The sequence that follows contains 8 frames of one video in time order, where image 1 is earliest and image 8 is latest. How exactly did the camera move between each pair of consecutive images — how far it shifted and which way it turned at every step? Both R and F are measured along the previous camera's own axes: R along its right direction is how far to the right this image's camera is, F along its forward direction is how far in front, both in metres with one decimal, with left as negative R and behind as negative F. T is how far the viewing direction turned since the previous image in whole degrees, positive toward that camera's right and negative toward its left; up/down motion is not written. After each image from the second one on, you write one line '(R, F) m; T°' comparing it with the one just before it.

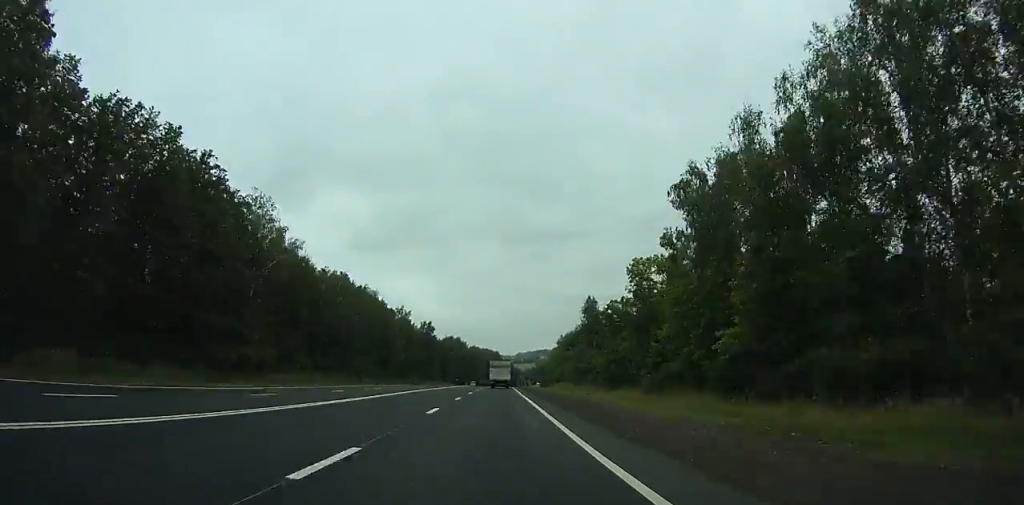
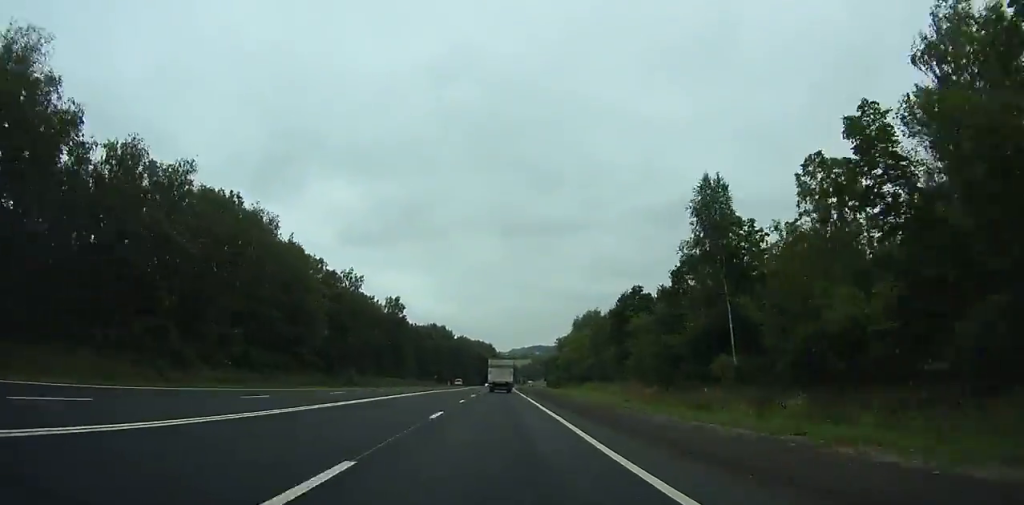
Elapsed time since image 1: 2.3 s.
(0.0, +62.4) m; +1°
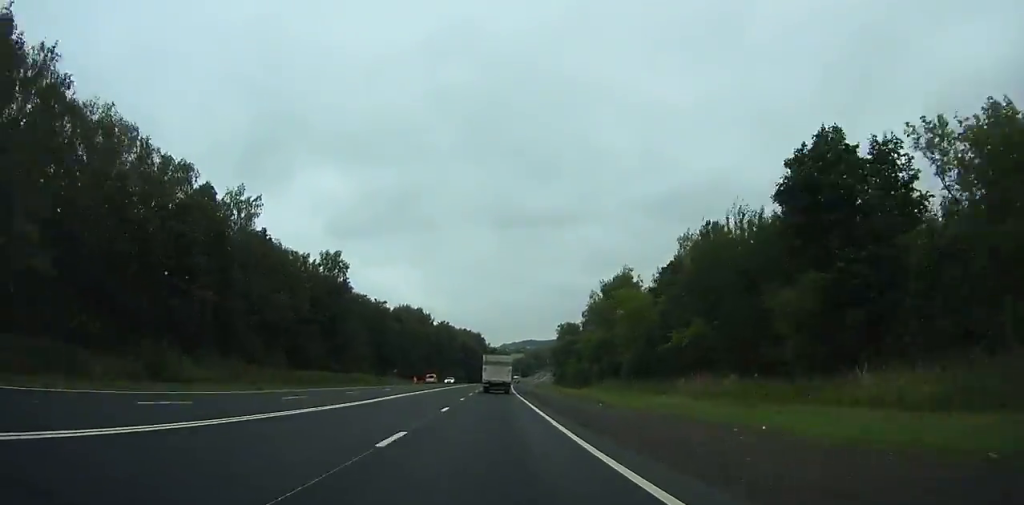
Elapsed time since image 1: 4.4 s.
(+0.5, +56.0) m; +1°
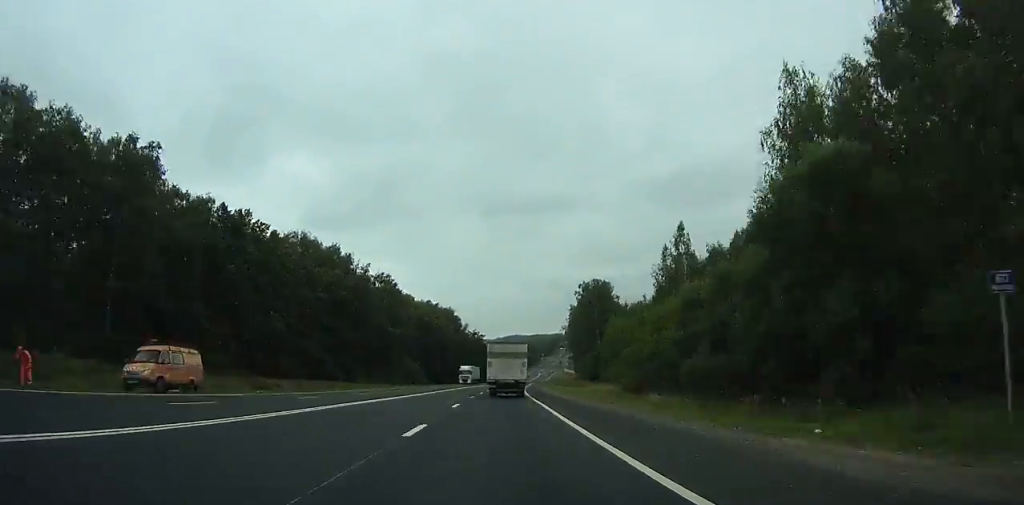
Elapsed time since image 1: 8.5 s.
(+1.2, +107.9) m; +1°
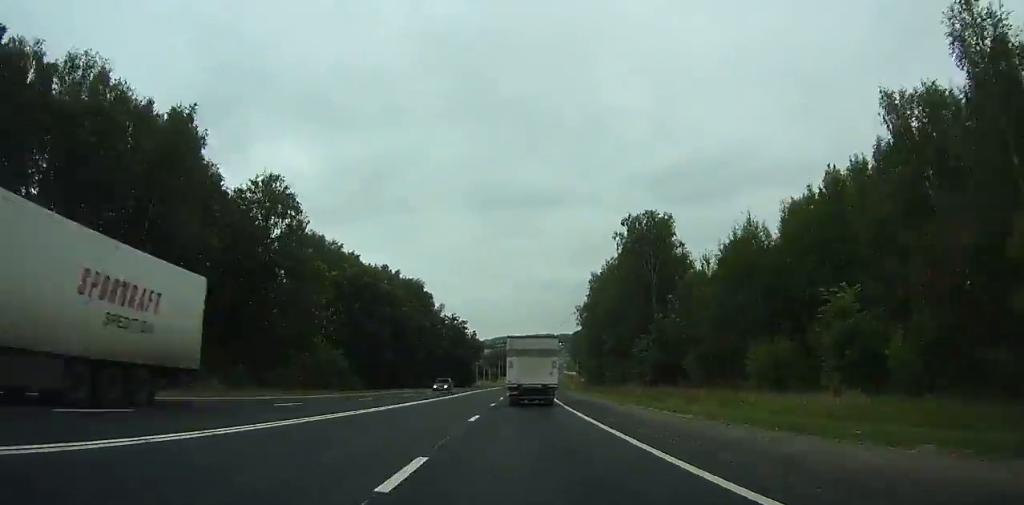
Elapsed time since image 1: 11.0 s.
(+0.1, +66.1) m; +1°
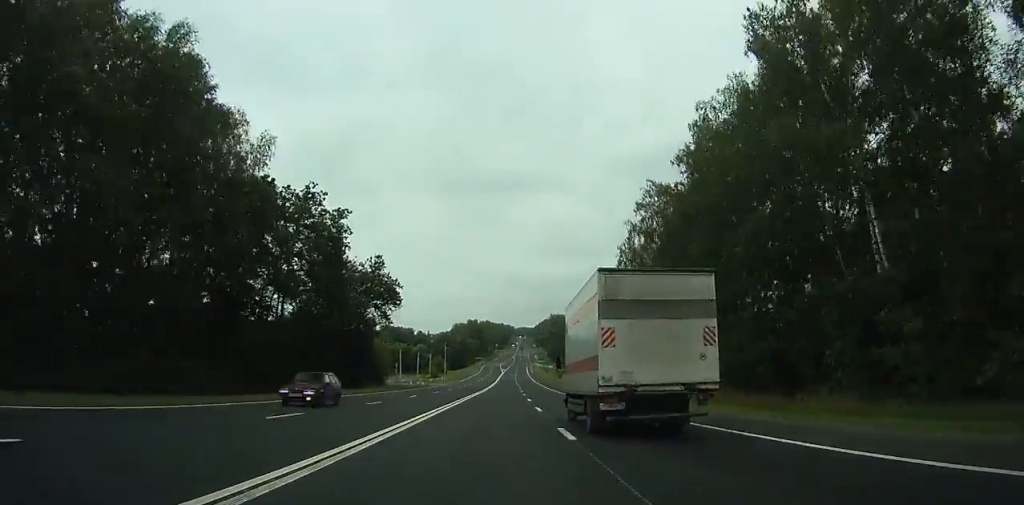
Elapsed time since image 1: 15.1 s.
(+2.5, +111.2) m; +3°
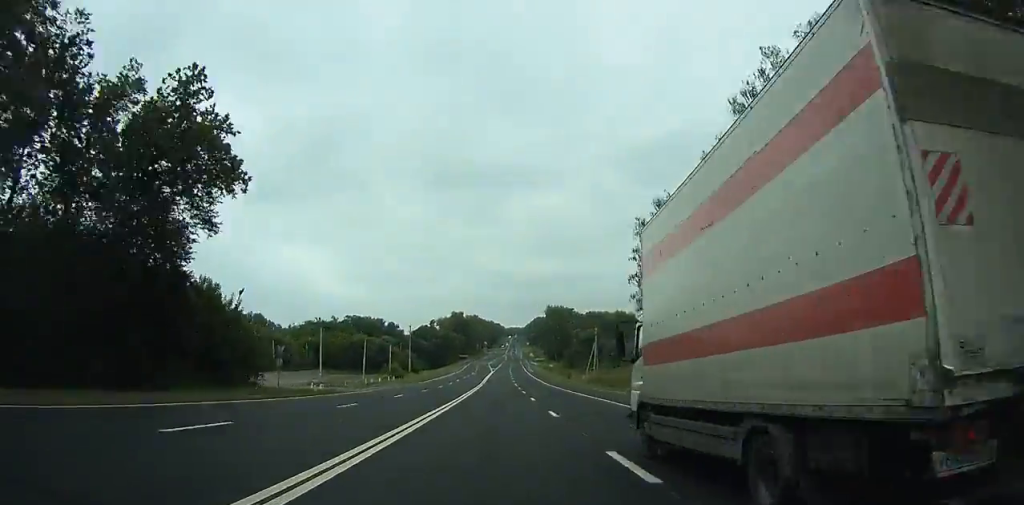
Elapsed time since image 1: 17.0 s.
(+1.3, +53.3) m; +1°
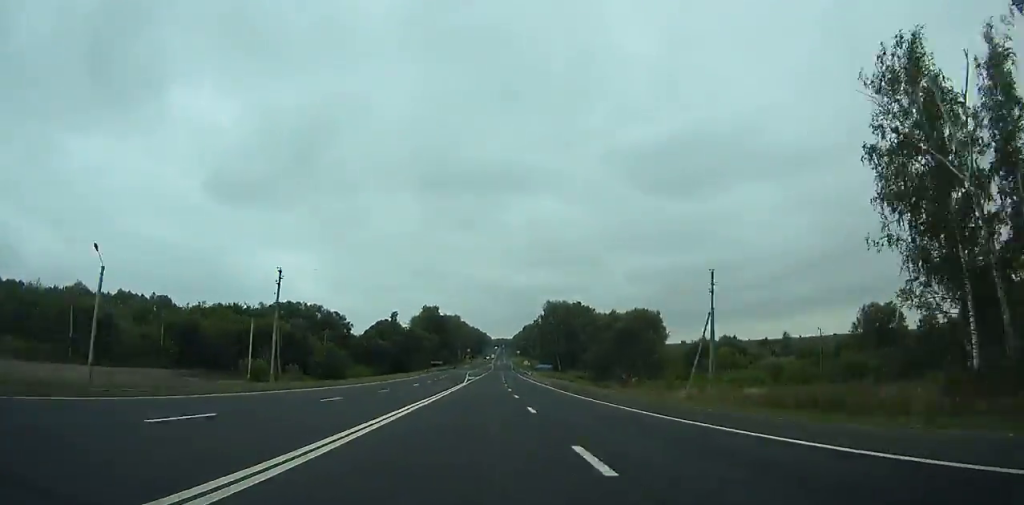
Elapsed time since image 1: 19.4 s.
(+1.1, +67.9) m; +2°
